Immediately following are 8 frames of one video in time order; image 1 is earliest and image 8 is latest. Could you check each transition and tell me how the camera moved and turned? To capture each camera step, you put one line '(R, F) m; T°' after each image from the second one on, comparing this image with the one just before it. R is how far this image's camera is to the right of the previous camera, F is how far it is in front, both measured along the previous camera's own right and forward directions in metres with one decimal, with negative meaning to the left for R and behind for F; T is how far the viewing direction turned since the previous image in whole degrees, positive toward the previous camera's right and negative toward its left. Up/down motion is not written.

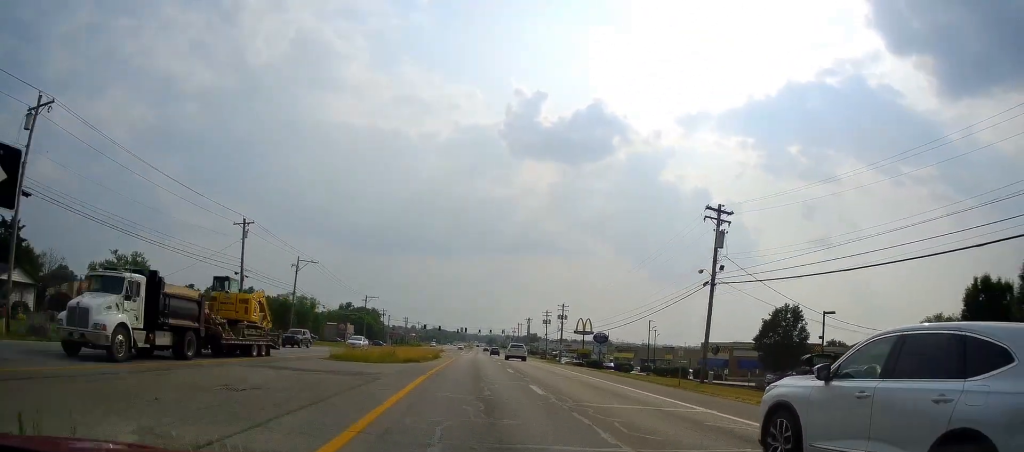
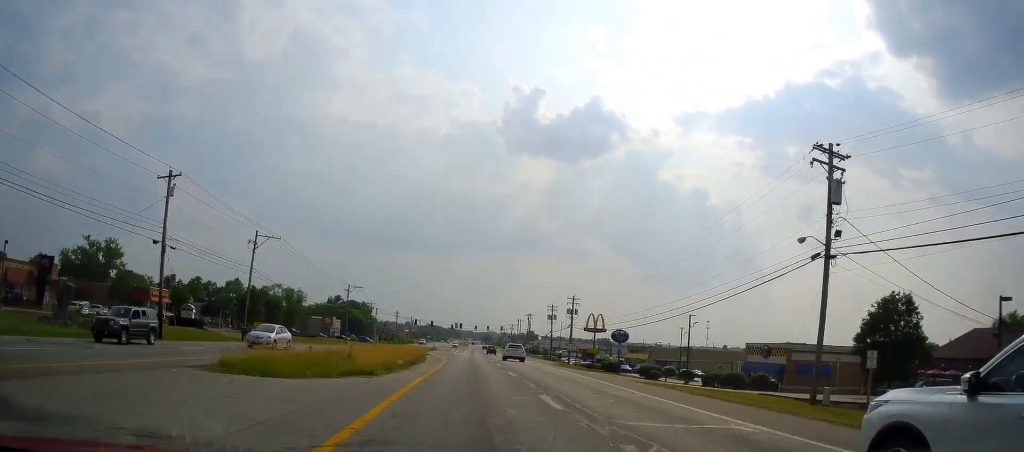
(+0.3, +15.2) m; +2°
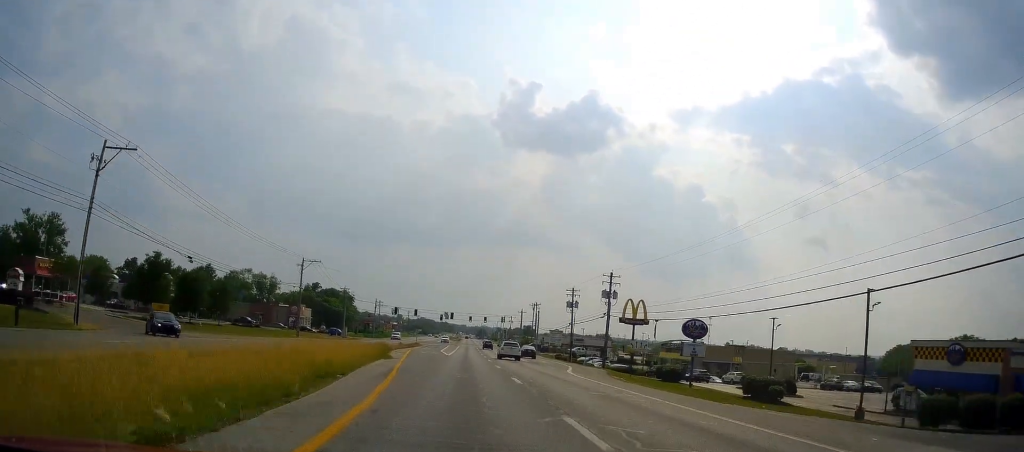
(+0.6, +29.6) m; 0°
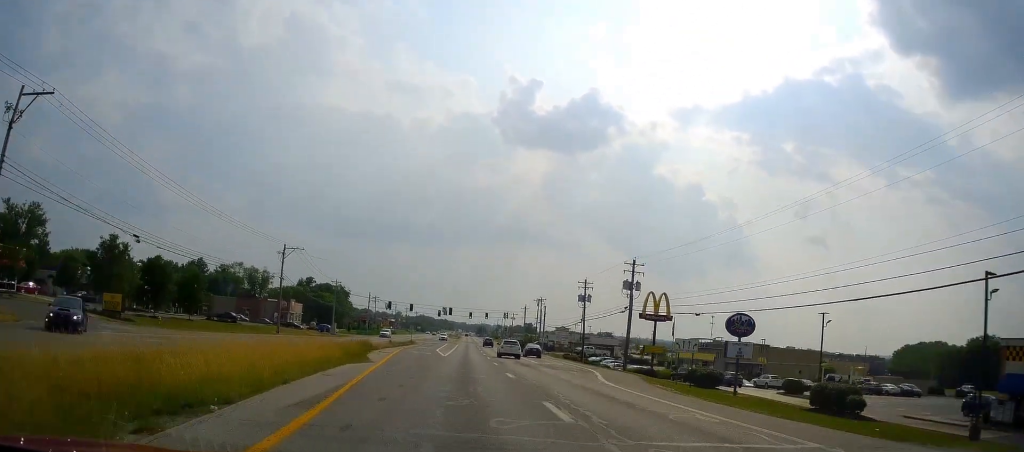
(0.0, +9.3) m; -1°
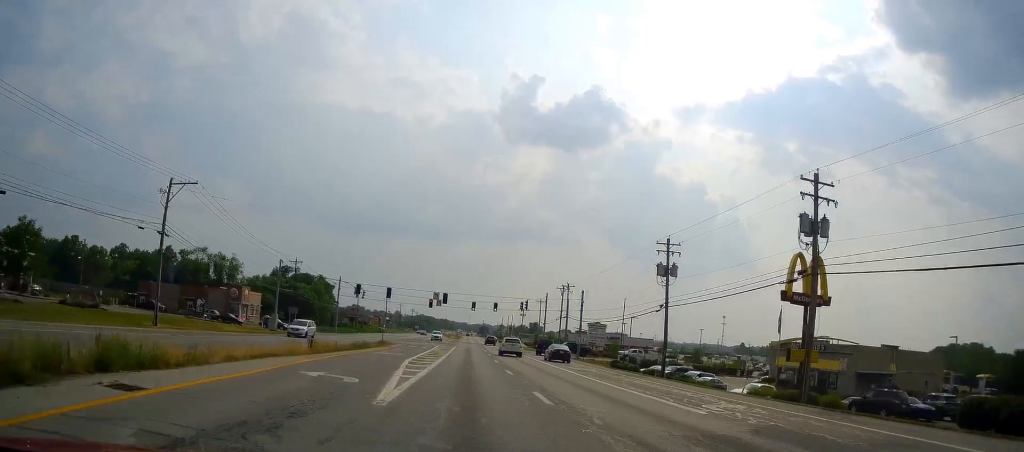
(-0.8, +32.9) m; -1°
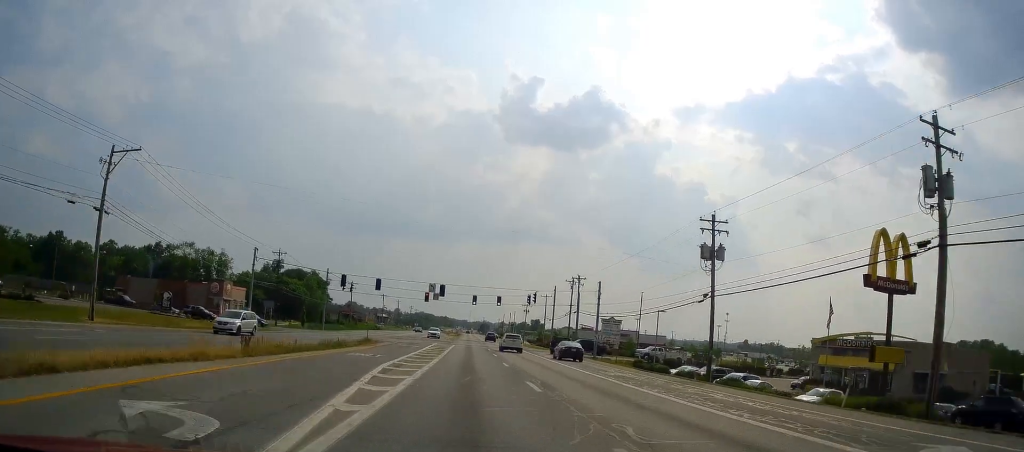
(0.0, +9.3) m; 0°
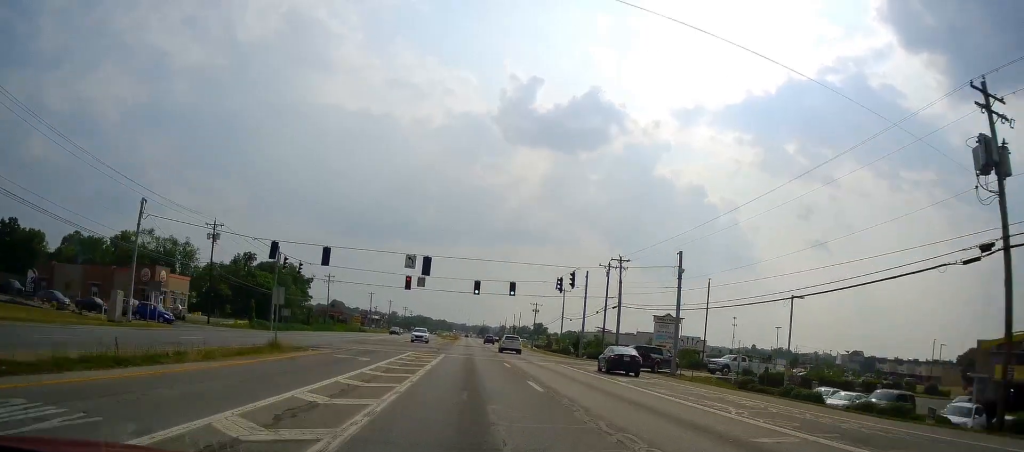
(+0.5, +24.8) m; +1°
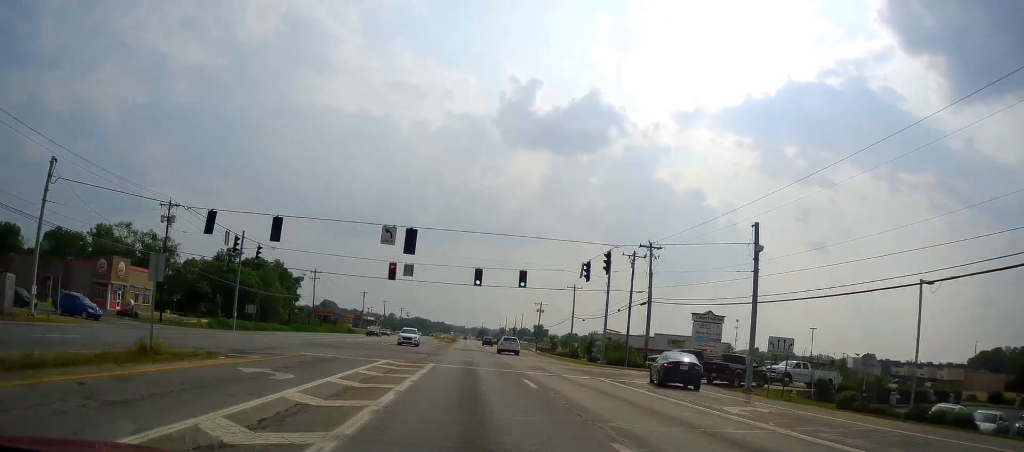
(-0.2, +11.3) m; 0°
